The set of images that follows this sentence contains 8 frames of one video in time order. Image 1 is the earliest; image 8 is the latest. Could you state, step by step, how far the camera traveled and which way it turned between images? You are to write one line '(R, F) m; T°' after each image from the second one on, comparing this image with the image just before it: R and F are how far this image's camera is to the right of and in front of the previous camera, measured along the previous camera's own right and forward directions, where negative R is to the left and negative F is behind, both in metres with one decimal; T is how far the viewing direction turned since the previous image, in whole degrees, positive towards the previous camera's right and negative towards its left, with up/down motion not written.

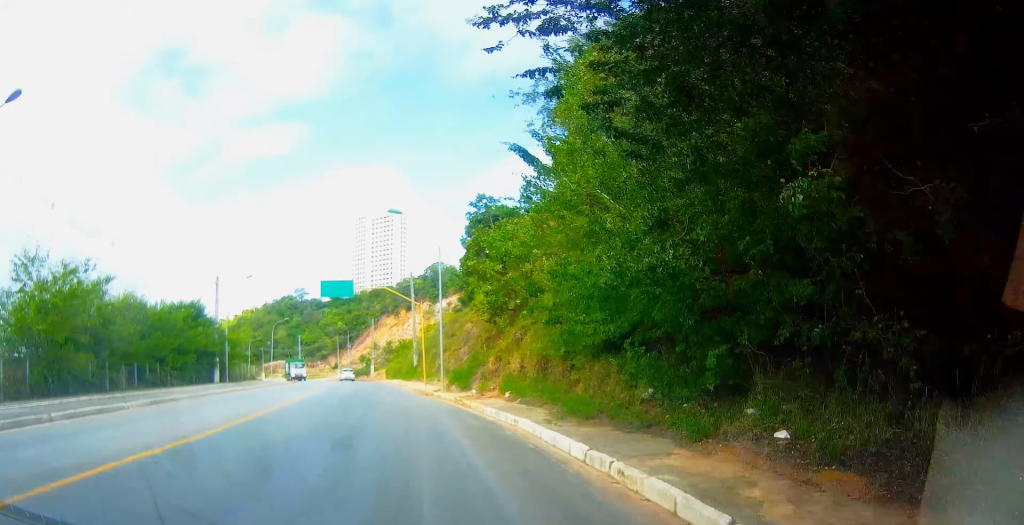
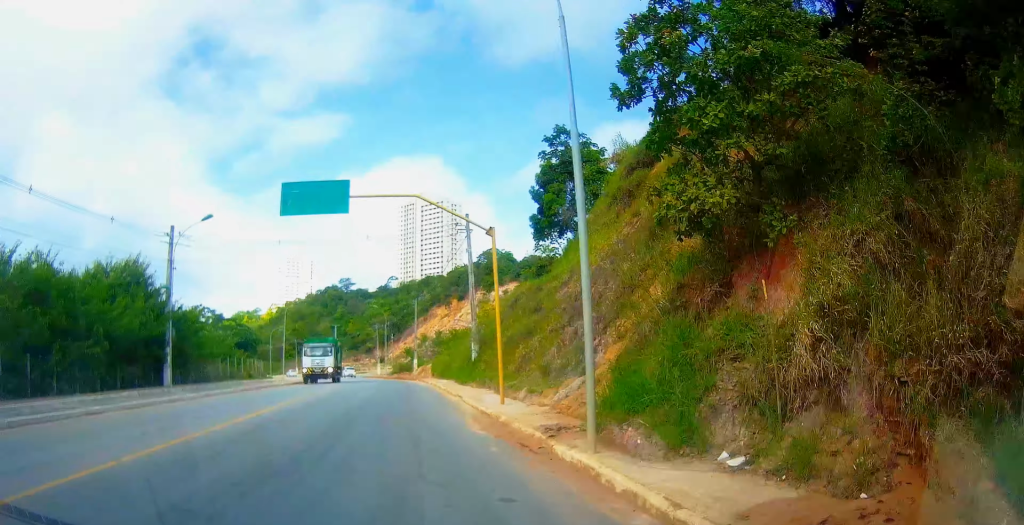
(-0.8, +18.7) m; -7°
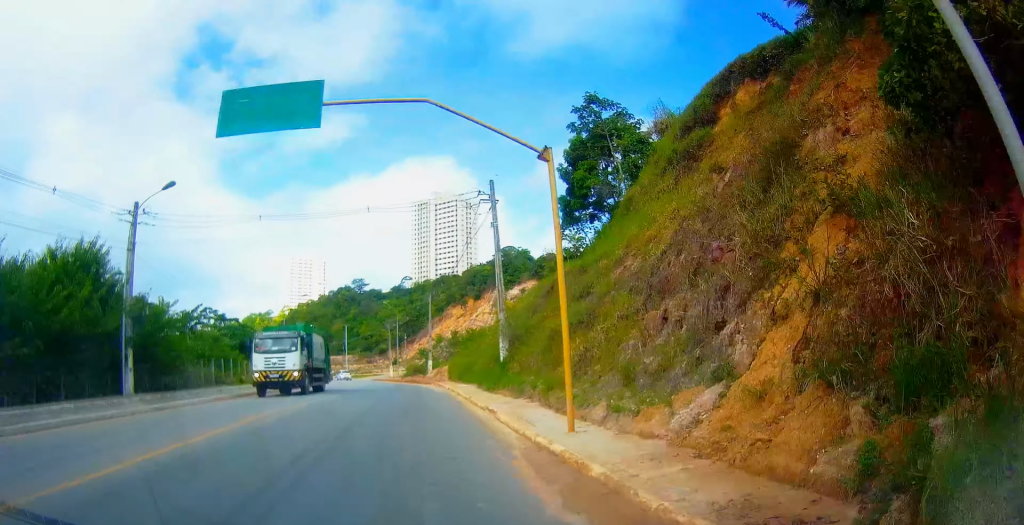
(-0.3, +6.4) m; -1°
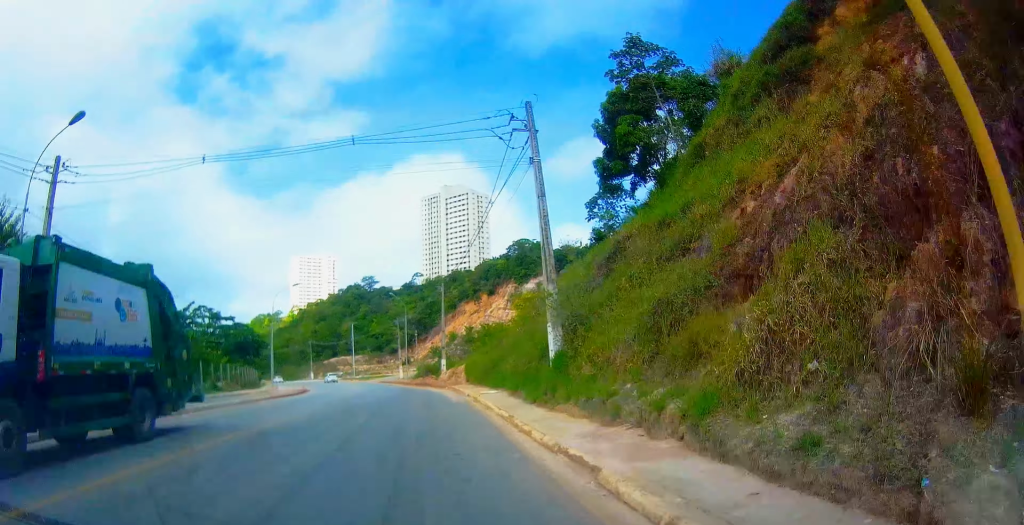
(-0.2, +8.3) m; 0°
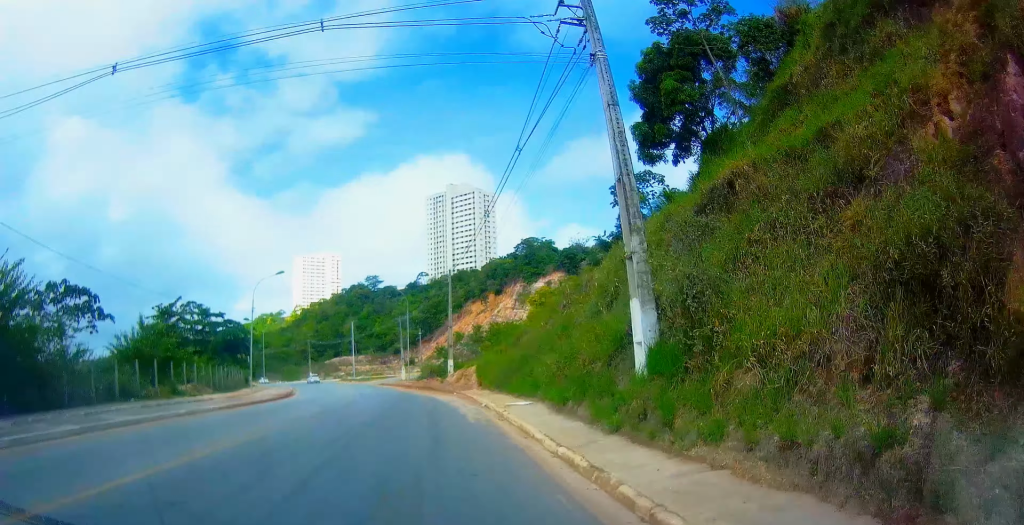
(+0.4, +7.0) m; 0°
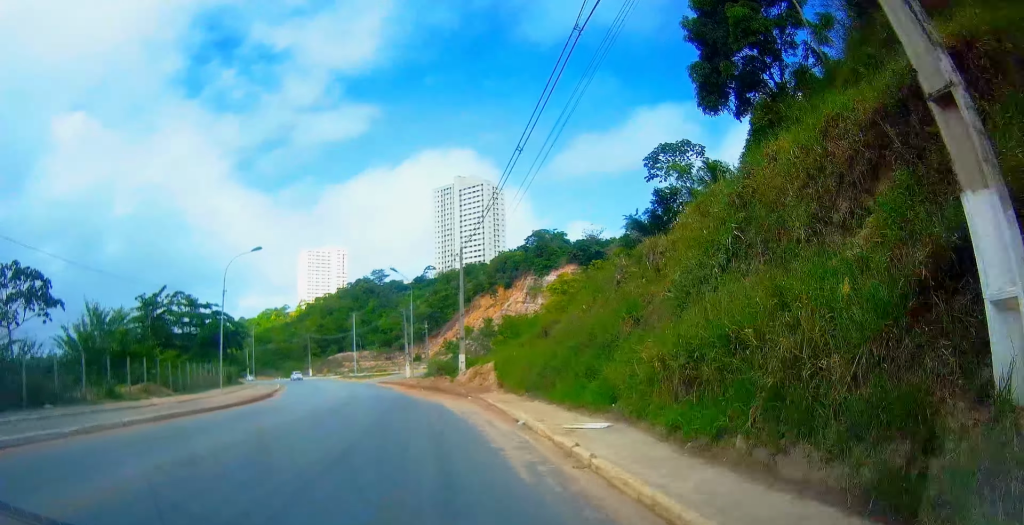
(-0.3, +7.5) m; -3°
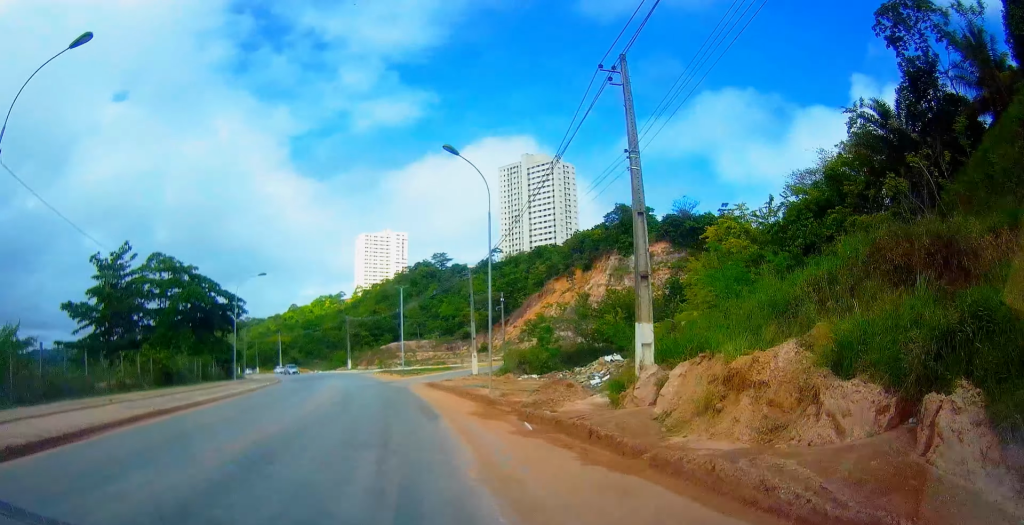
(-1.8, +25.2) m; -7°
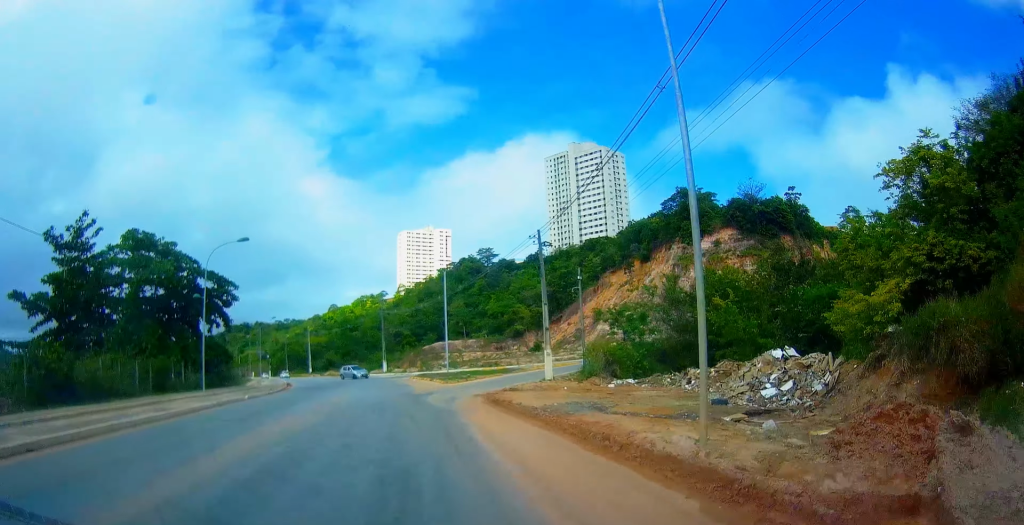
(-0.4, +14.2) m; -3°
